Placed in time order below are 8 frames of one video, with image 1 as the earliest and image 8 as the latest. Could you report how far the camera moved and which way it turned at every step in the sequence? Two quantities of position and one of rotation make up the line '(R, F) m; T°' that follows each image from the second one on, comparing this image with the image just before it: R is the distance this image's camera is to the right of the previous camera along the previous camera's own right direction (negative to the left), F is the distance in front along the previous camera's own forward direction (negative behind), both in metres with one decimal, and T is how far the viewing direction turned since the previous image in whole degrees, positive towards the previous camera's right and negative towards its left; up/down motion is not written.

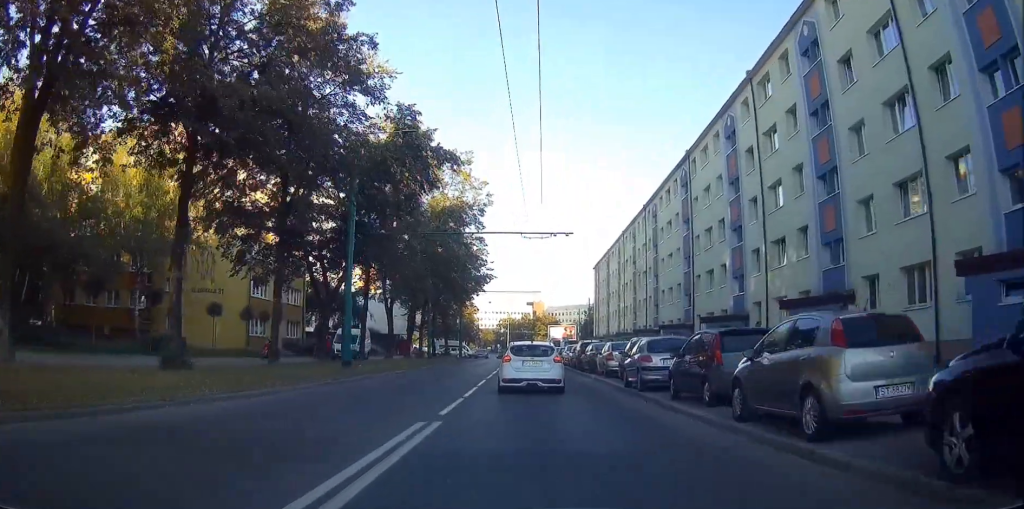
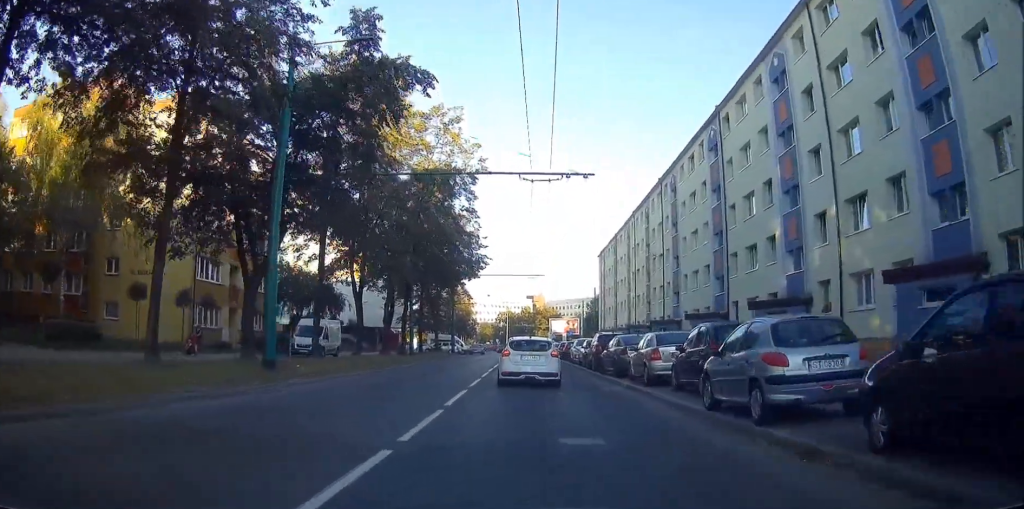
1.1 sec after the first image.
(0.0, +9.2) m; -1°
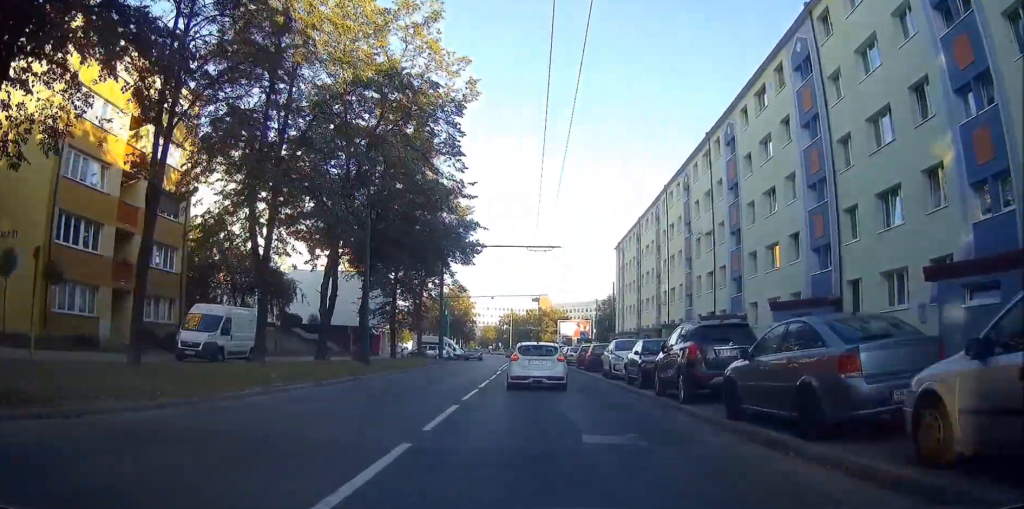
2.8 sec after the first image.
(-0.2, +15.3) m; -1°
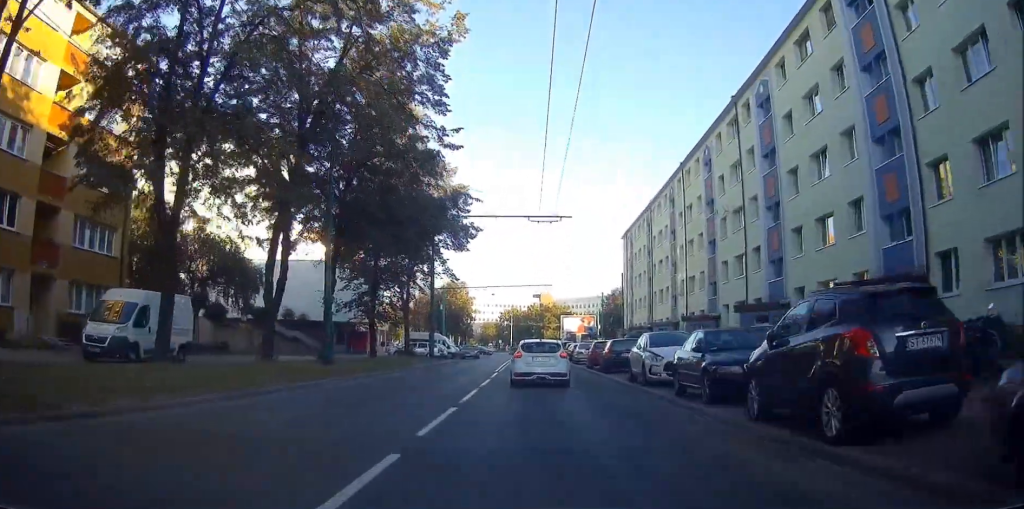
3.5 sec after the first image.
(0.0, +6.7) m; 0°
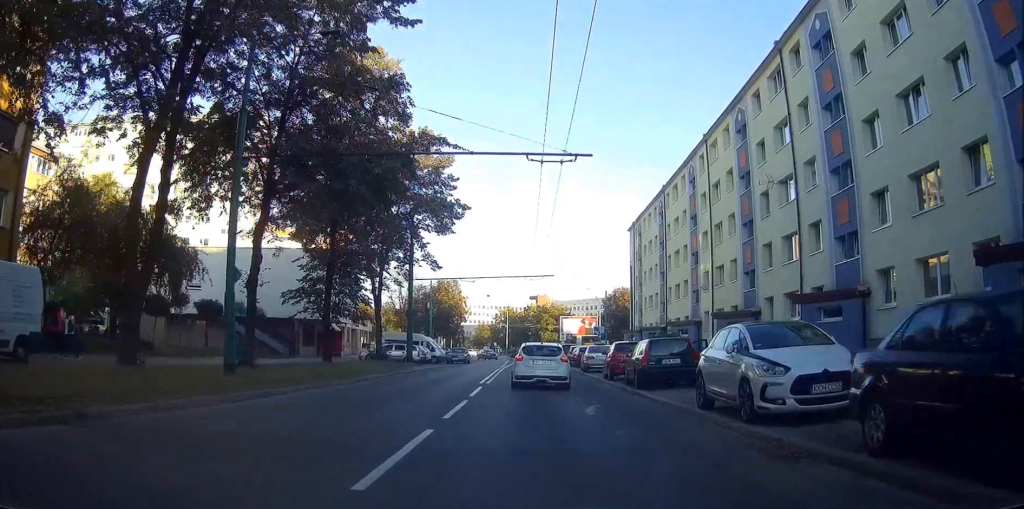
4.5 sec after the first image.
(0.0, +9.0) m; 0°
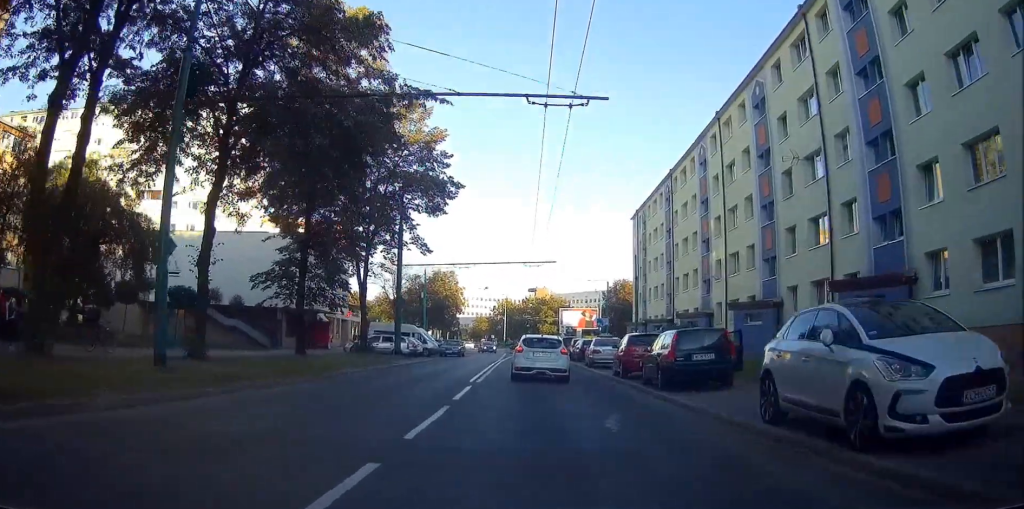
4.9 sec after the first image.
(0.0, +3.7) m; 0°
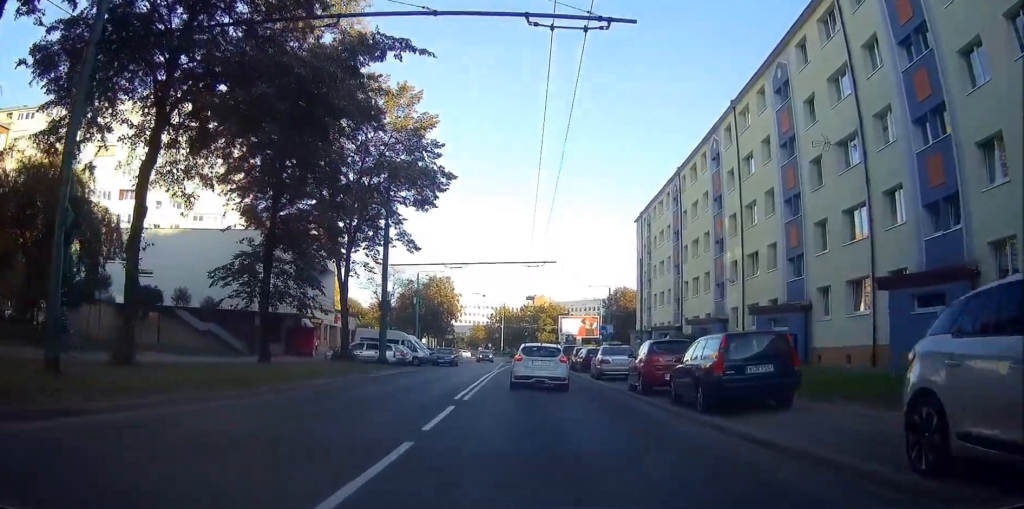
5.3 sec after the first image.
(0.0, +4.0) m; 0°
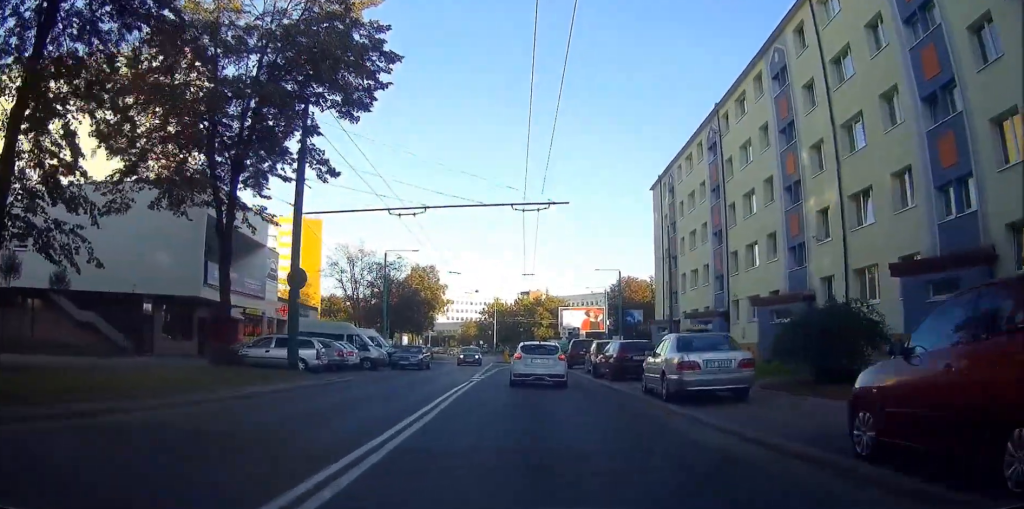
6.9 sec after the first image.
(0.0, +15.0) m; 0°
